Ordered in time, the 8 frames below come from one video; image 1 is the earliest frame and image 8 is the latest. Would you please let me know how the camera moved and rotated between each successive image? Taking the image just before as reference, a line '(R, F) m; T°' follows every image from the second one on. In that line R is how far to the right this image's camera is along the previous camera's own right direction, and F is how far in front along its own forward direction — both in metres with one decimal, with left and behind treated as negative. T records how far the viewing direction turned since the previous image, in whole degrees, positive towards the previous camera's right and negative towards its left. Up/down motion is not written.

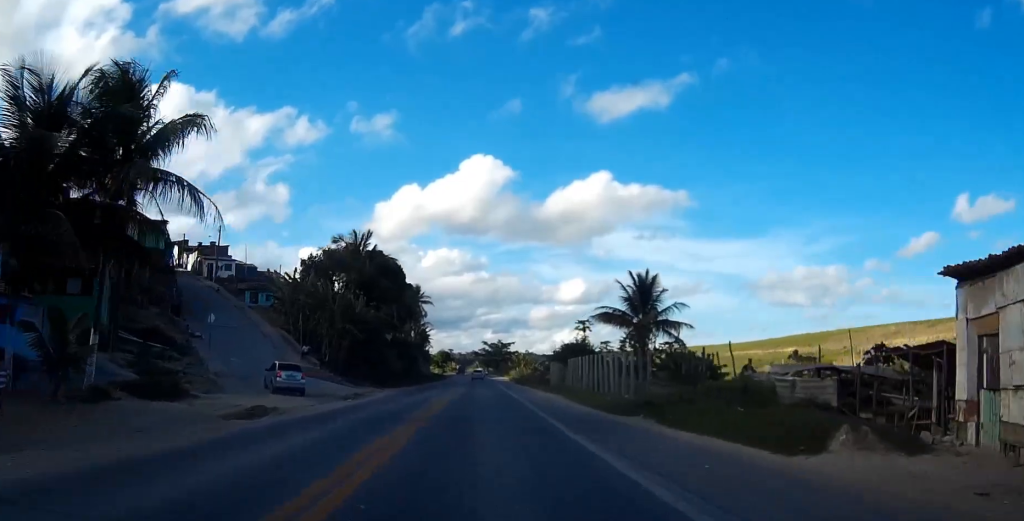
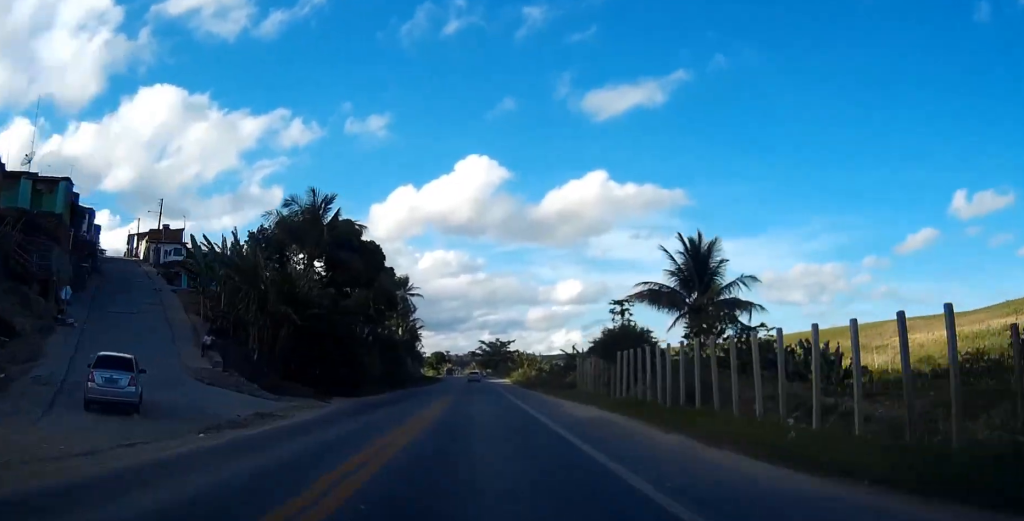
(+0.1, +18.6) m; 0°
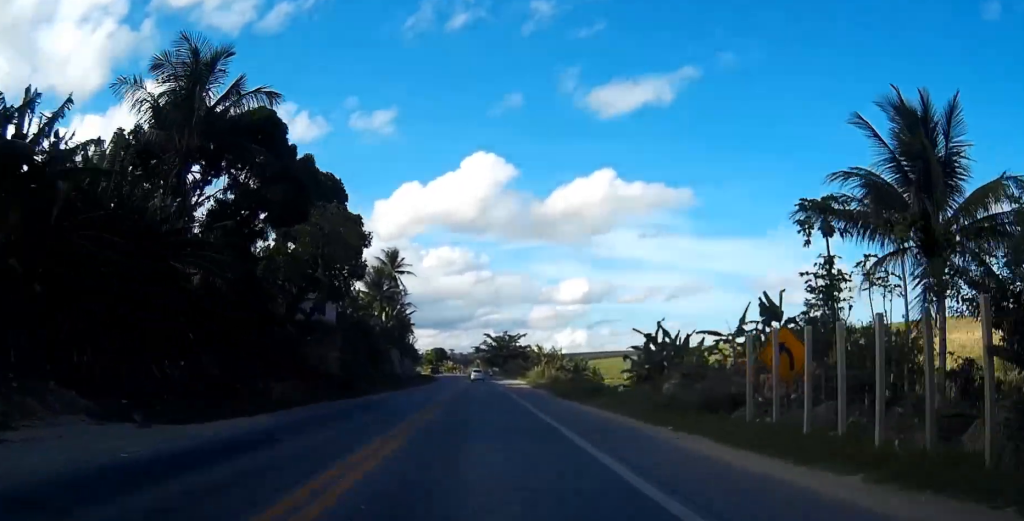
(-0.1, +27.9) m; 0°
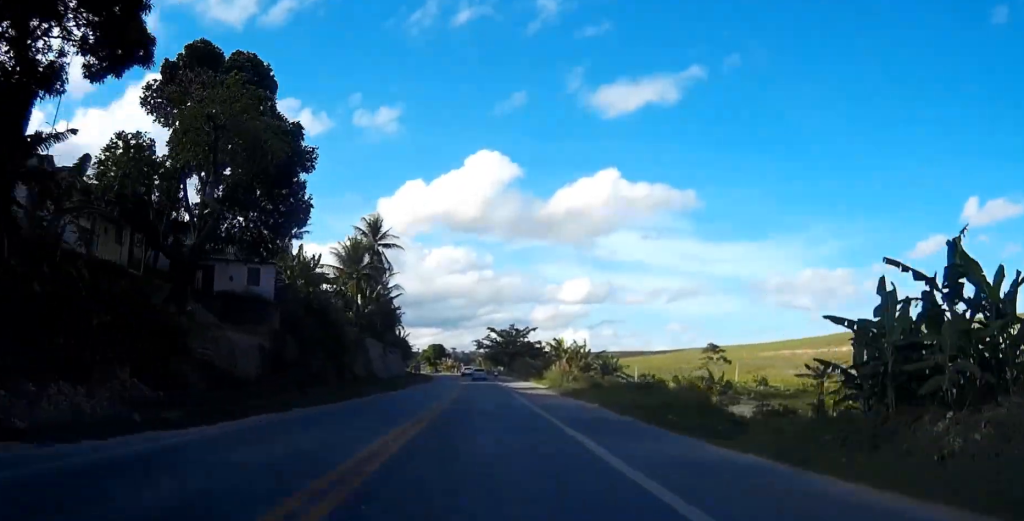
(0.0, +22.3) m; 0°
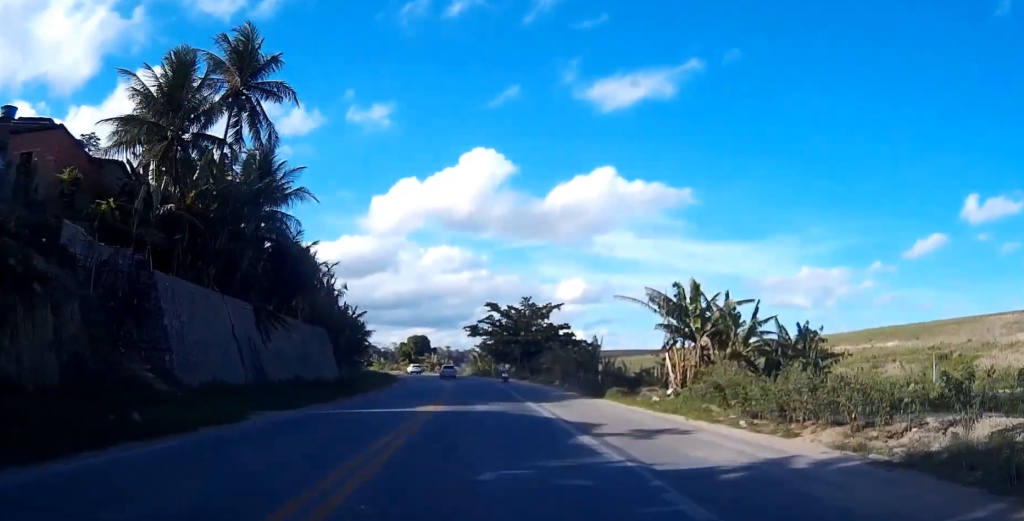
(-0.2, +51.4) m; 0°
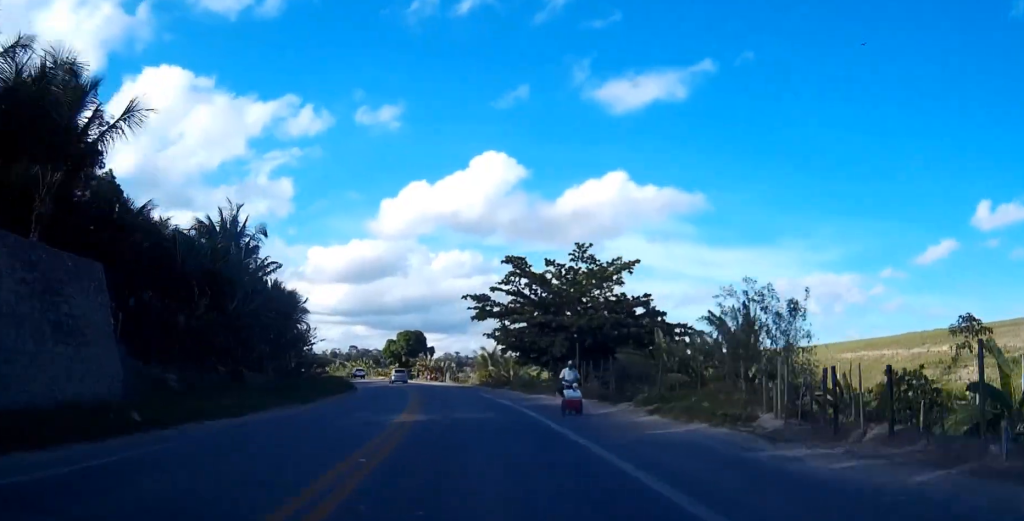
(-0.2, +39.9) m; -1°
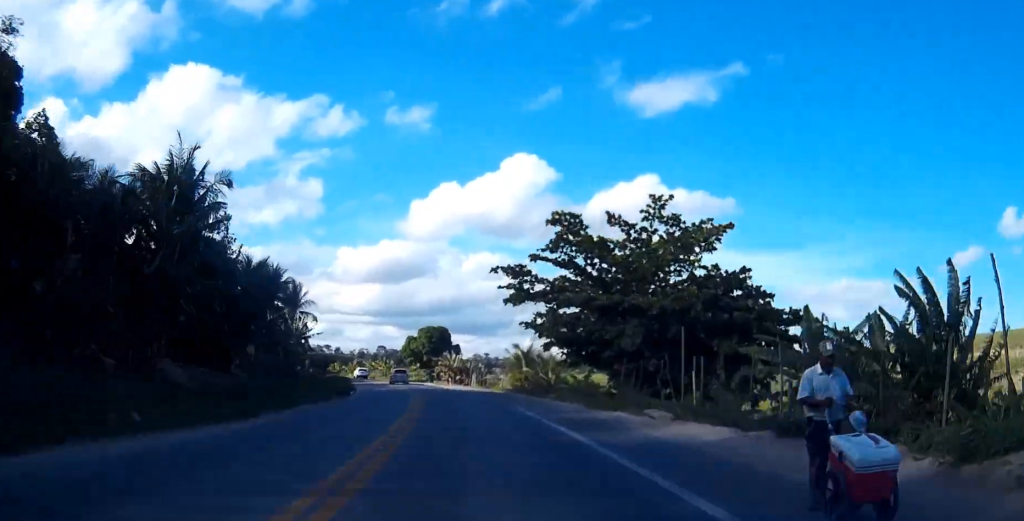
(-0.1, +14.8) m; -1°
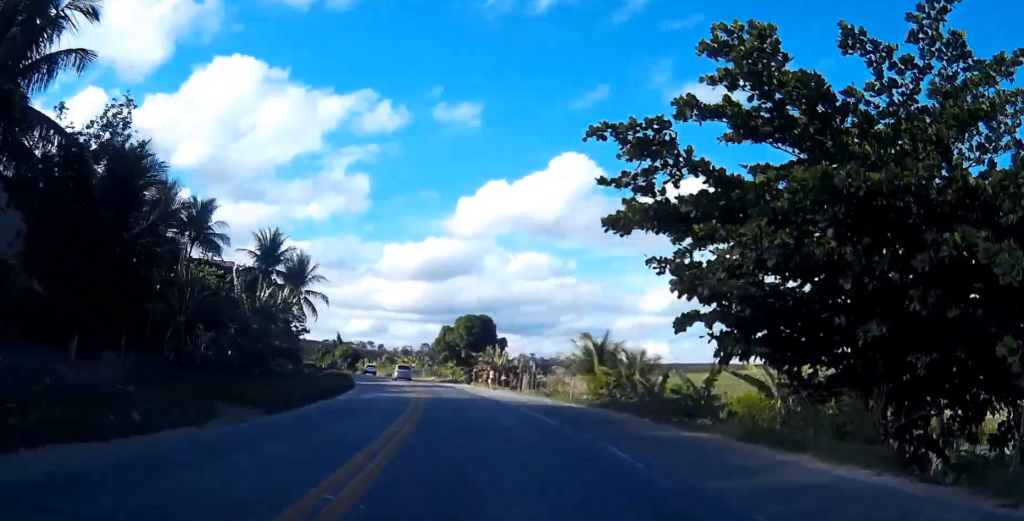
(-0.4, +21.8) m; -3°
